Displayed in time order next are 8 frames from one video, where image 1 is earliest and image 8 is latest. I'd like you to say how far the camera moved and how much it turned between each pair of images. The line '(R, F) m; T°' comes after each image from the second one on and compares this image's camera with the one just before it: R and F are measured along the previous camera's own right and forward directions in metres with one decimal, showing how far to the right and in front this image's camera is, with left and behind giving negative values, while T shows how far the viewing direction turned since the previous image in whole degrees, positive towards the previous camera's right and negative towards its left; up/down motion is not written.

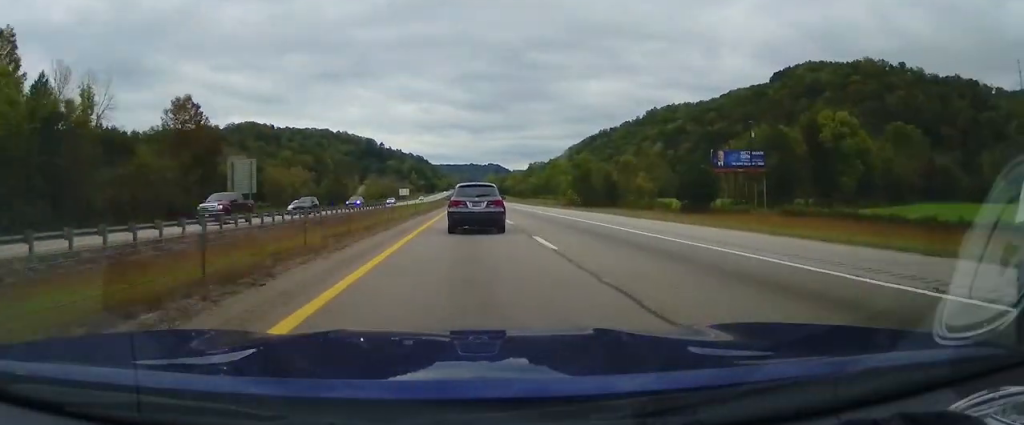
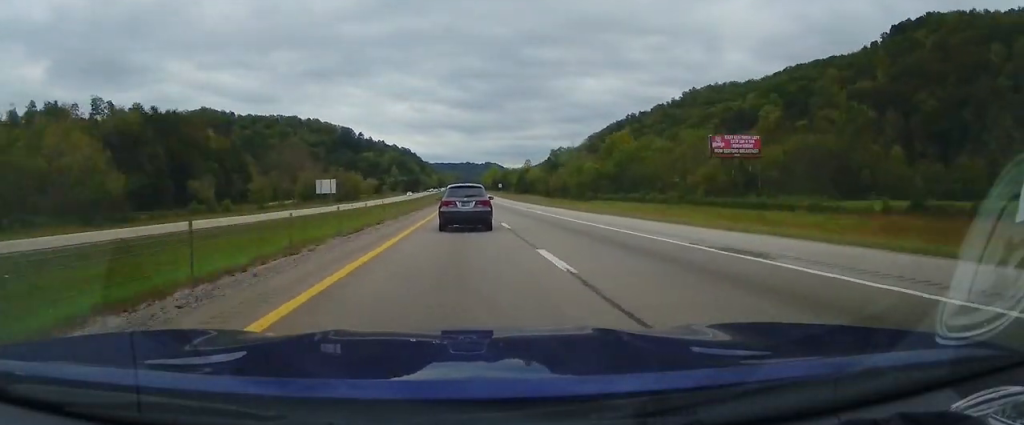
(+0.8, +139.1) m; 0°
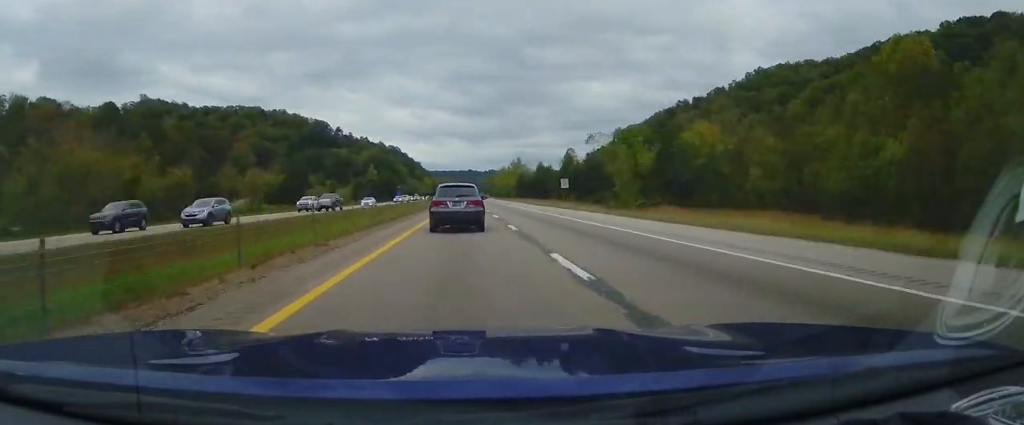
(0.0, +132.8) m; 0°
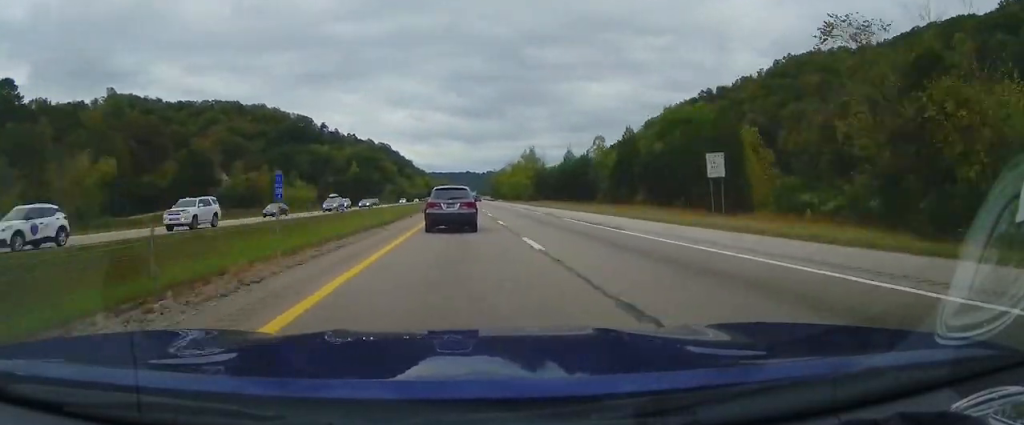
(-0.2, +54.5) m; 0°
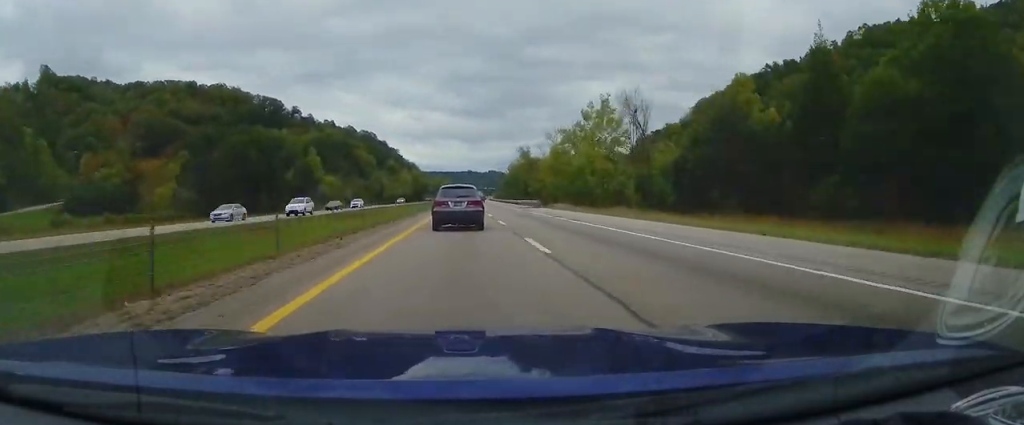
(-0.3, +98.1) m; 0°
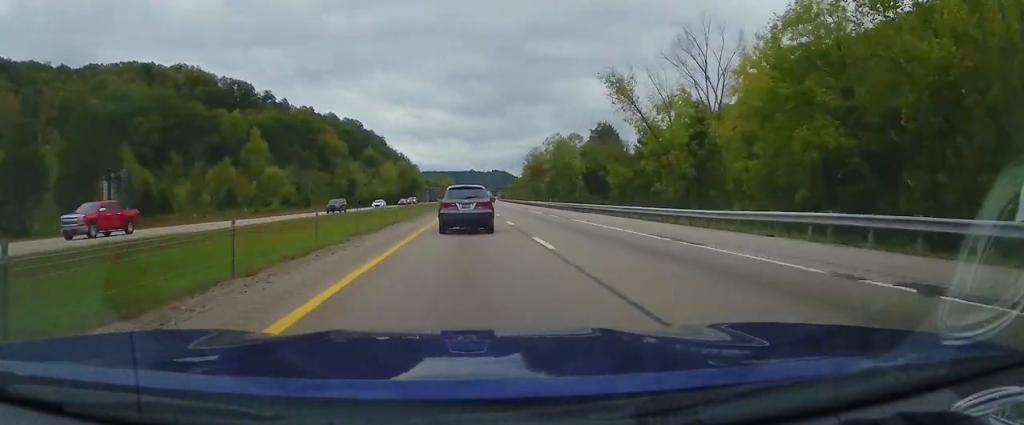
(+0.2, +75.4) m; +1°
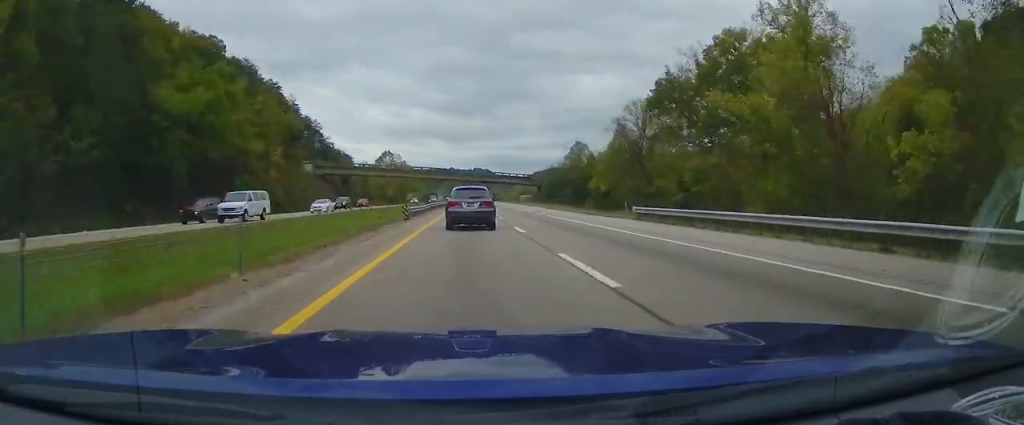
(+3.7, +240.4) m; +1°
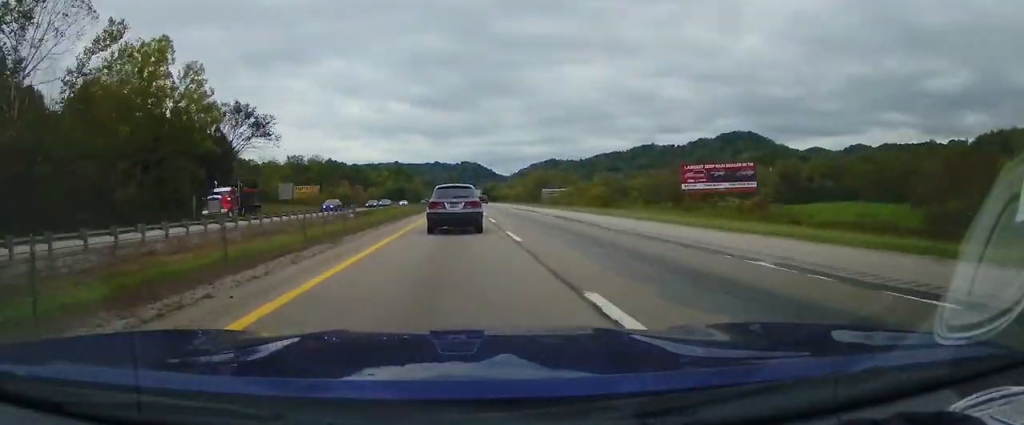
(+0.9, +208.2) m; +1°
